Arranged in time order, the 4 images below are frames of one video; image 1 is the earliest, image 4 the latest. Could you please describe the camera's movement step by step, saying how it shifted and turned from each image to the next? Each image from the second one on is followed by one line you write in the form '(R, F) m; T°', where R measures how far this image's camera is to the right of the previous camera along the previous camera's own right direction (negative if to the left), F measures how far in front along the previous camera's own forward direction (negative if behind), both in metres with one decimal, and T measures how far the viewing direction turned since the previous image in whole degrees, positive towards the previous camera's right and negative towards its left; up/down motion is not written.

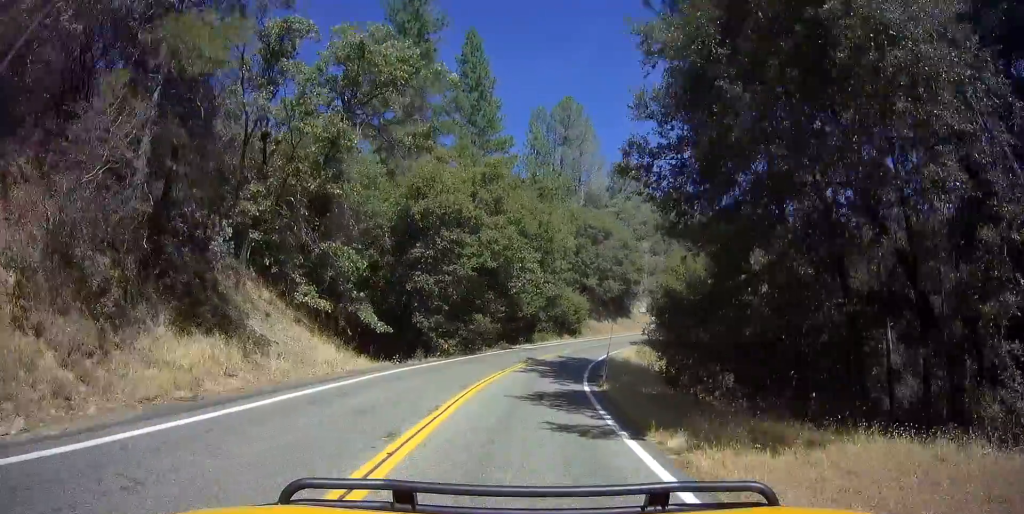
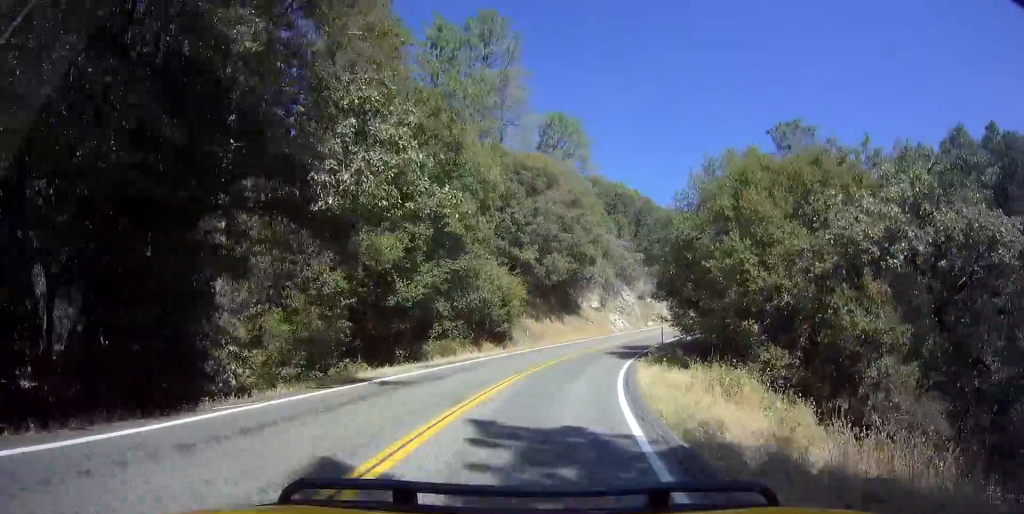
(+1.2, +26.1) m; +6°
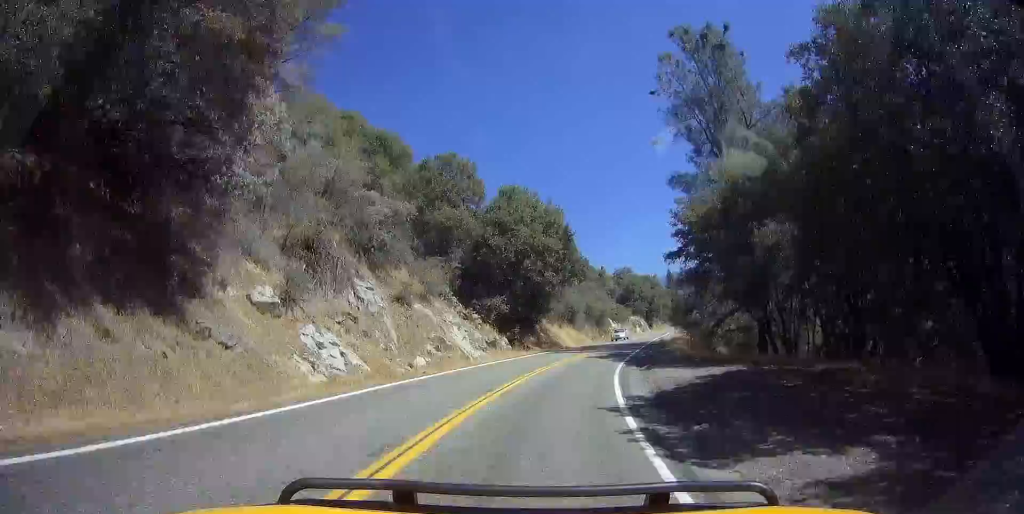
(+11.0, +38.2) m; +38°
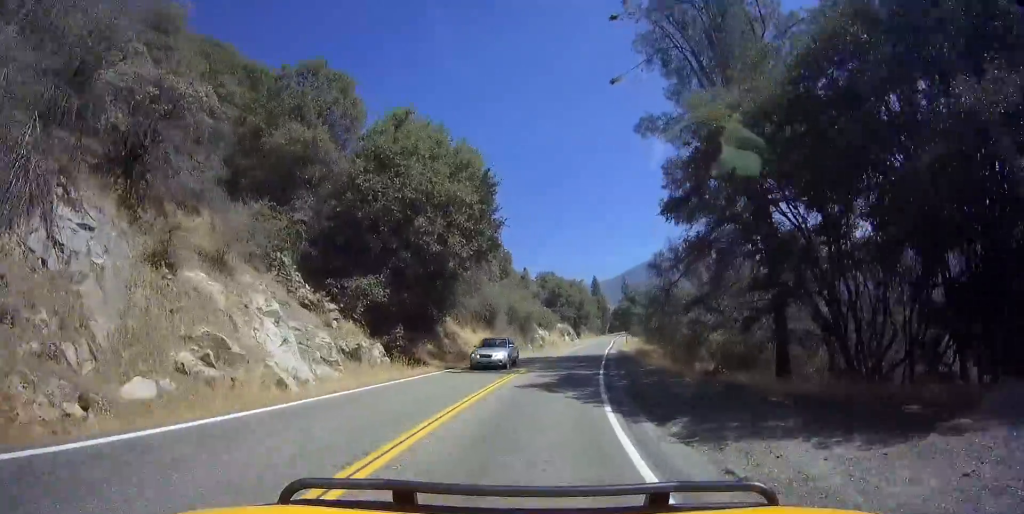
(+2.3, +16.1) m; +1°
